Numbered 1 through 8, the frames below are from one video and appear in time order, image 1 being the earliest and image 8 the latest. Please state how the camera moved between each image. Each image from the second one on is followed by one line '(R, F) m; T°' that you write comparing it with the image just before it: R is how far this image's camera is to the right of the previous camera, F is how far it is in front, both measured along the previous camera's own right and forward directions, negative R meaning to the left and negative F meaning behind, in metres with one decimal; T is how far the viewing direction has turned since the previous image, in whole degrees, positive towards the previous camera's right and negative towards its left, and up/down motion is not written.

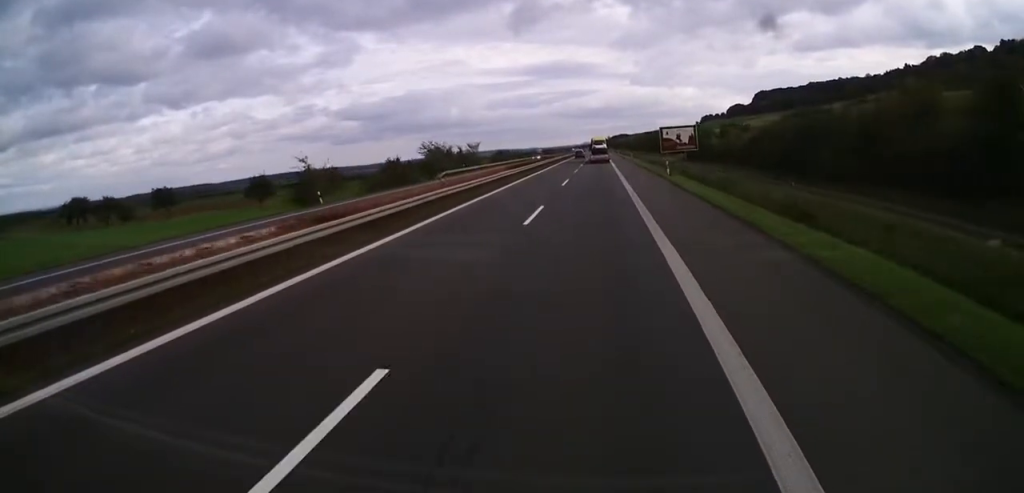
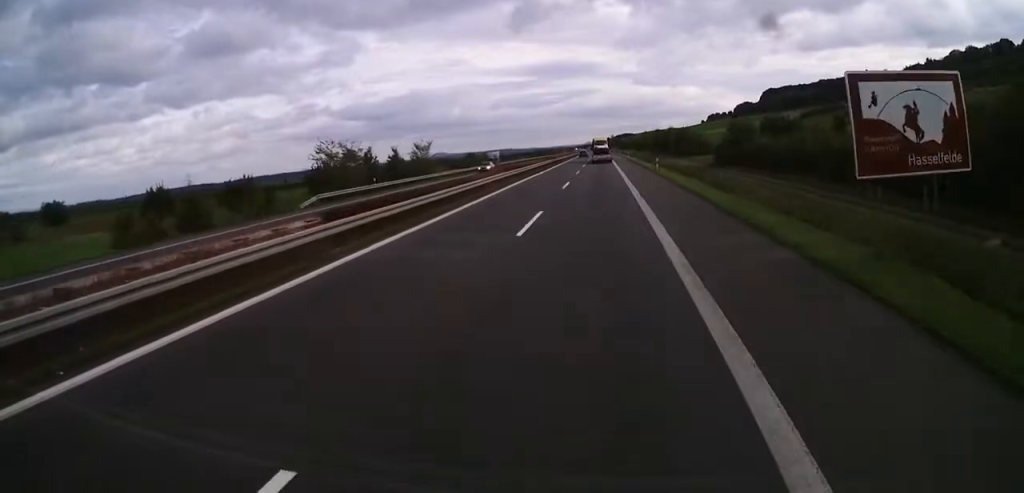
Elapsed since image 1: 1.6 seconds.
(+0.6, +38.4) m; 0°
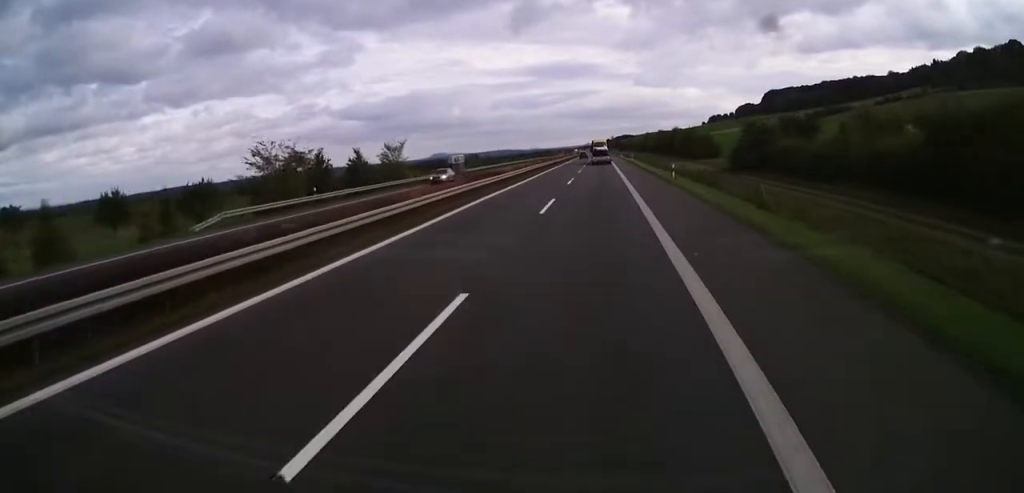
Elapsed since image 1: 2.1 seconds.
(-0.2, +12.3) m; -1°
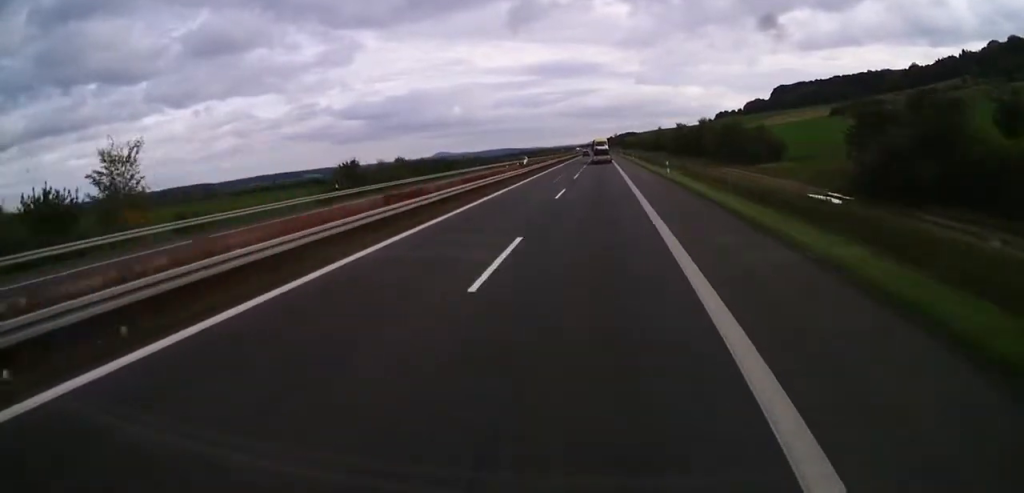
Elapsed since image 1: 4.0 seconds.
(-0.4, +48.3) m; 0°
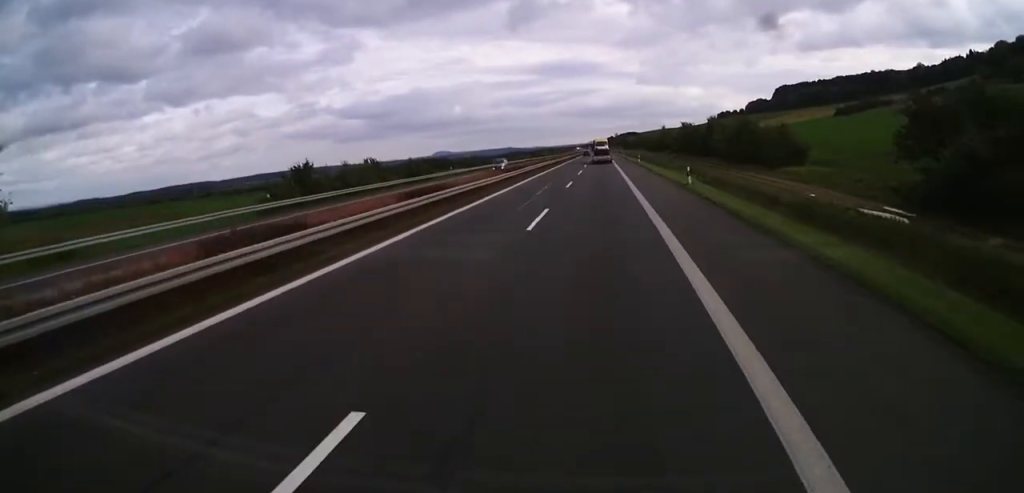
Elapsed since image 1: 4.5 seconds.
(0.0, +10.7) m; 0°
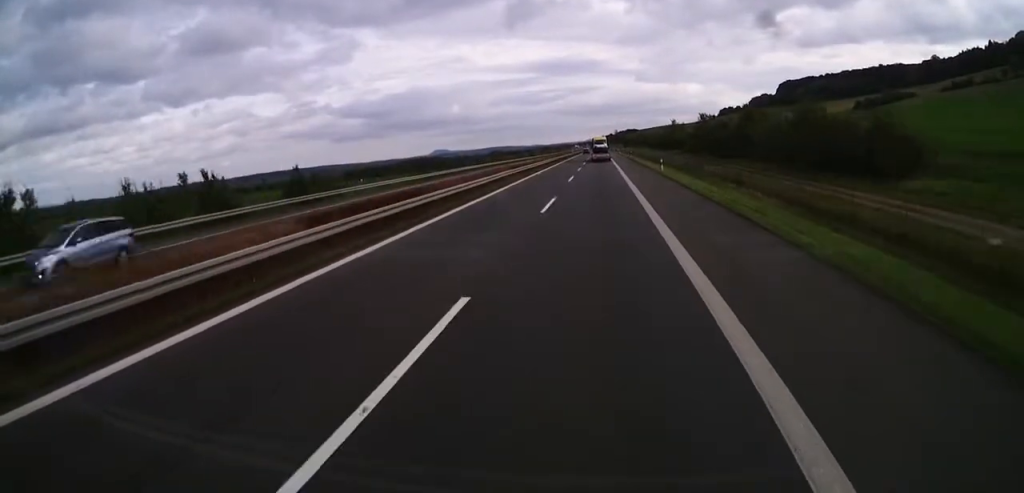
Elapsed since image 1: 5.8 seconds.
(-0.1, +32.0) m; 0°
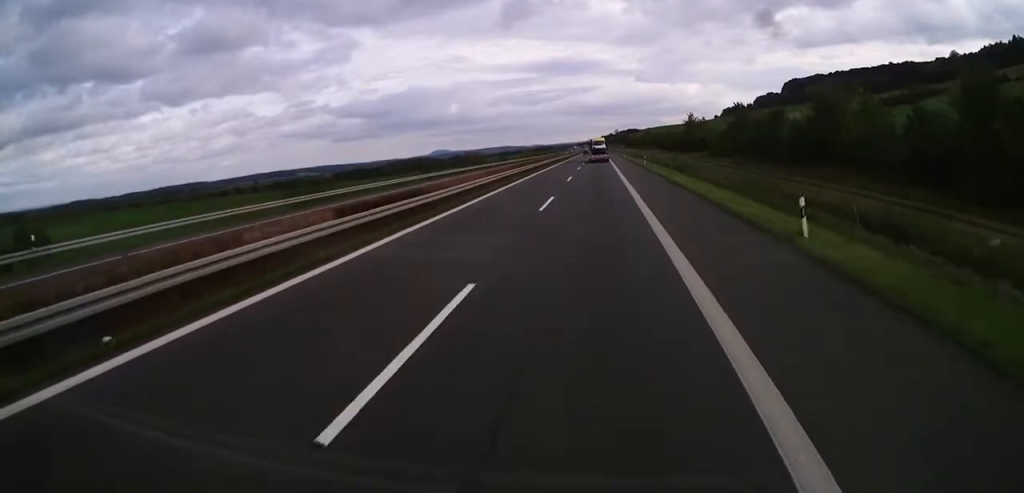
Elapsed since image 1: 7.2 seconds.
(0.0, +35.4) m; 0°
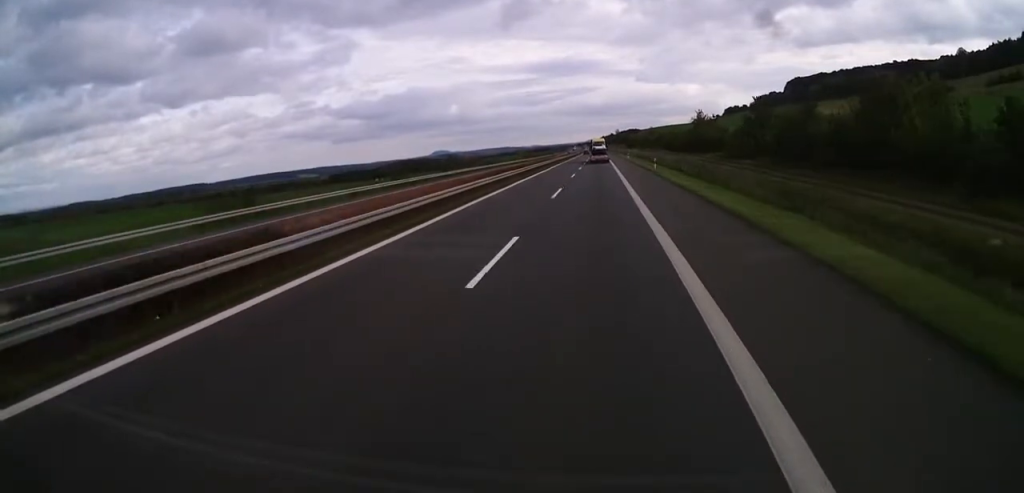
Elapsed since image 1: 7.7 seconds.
(0.0, +12.3) m; 0°
